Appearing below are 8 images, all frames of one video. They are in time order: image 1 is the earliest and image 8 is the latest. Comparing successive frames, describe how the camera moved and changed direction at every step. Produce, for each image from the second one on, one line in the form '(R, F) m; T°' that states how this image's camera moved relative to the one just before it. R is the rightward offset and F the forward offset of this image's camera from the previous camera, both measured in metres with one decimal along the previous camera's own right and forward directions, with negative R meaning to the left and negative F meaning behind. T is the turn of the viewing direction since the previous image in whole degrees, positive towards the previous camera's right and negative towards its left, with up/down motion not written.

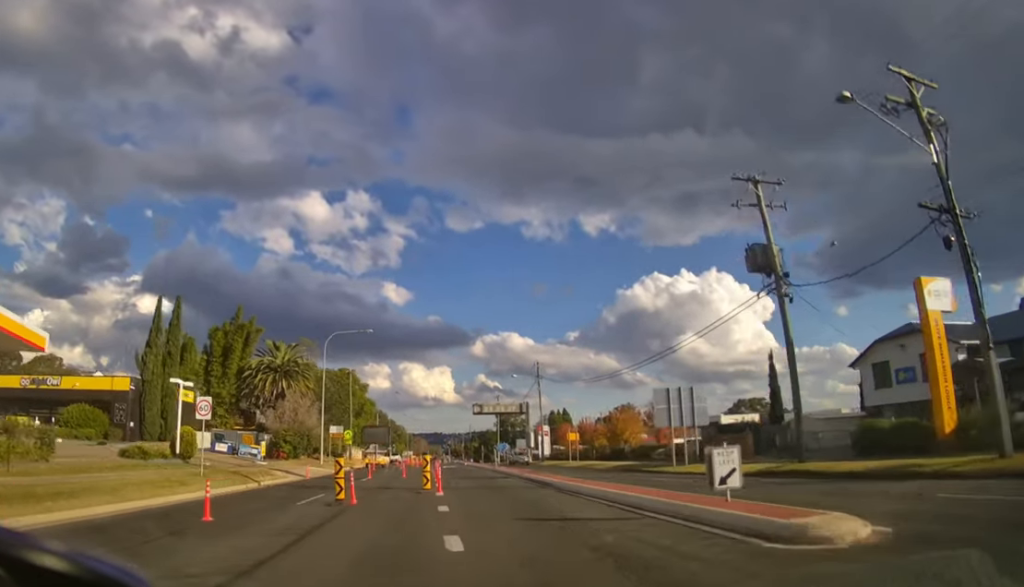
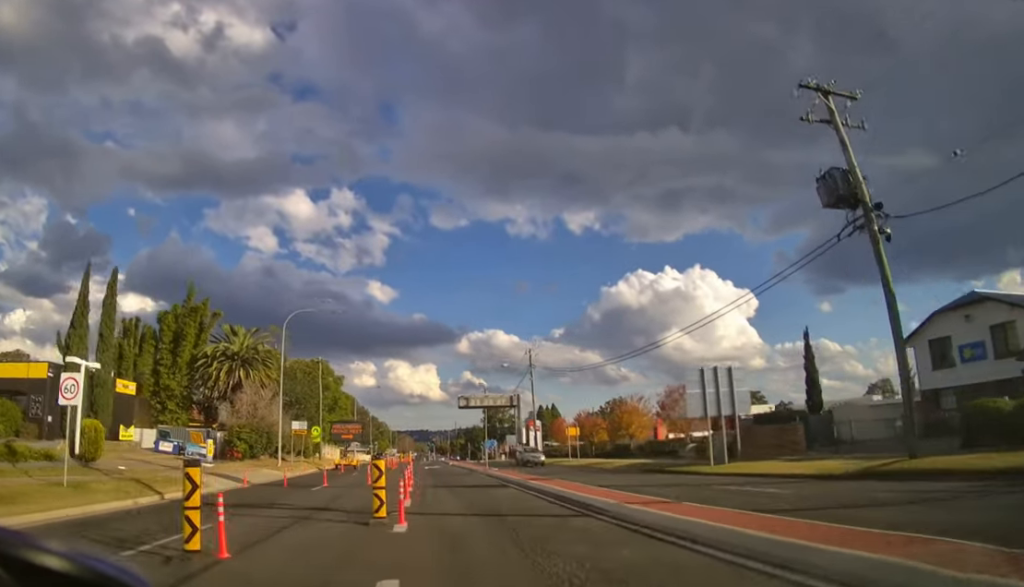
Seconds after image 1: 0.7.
(+0.1, +6.2) m; +1°
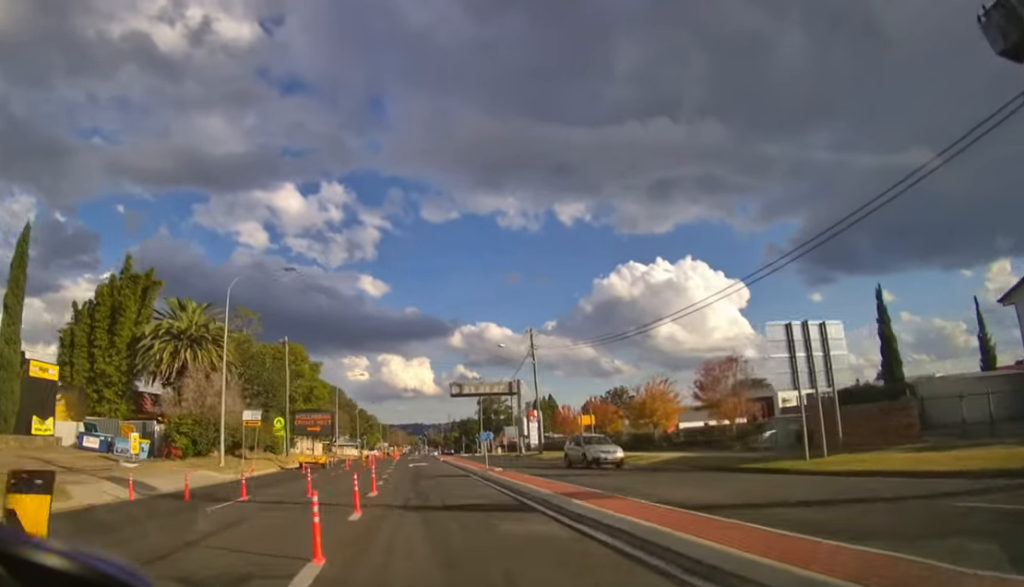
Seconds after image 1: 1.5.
(+0.1, +7.0) m; 0°
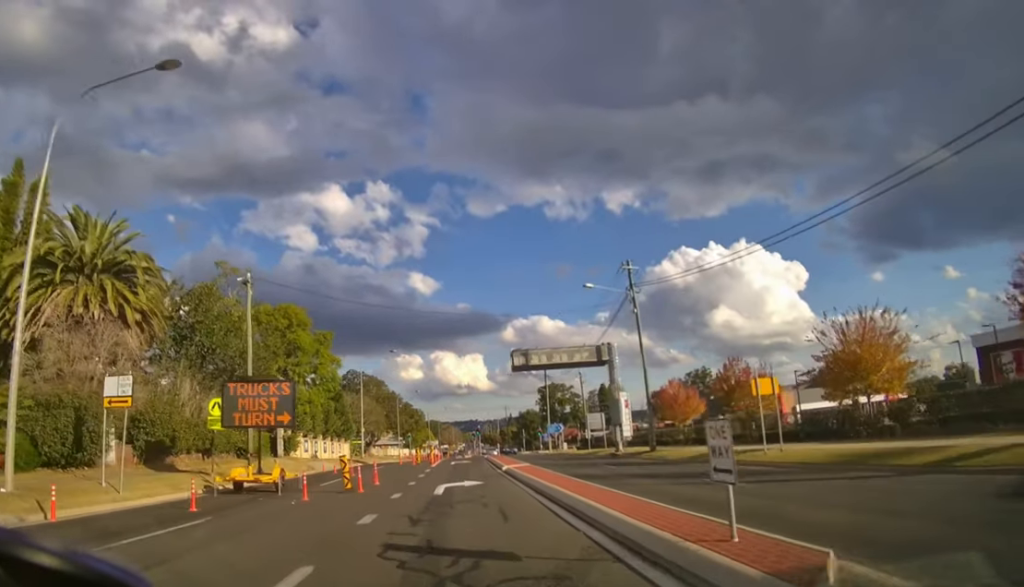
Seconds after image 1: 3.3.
(-0.3, +14.4) m; -4°
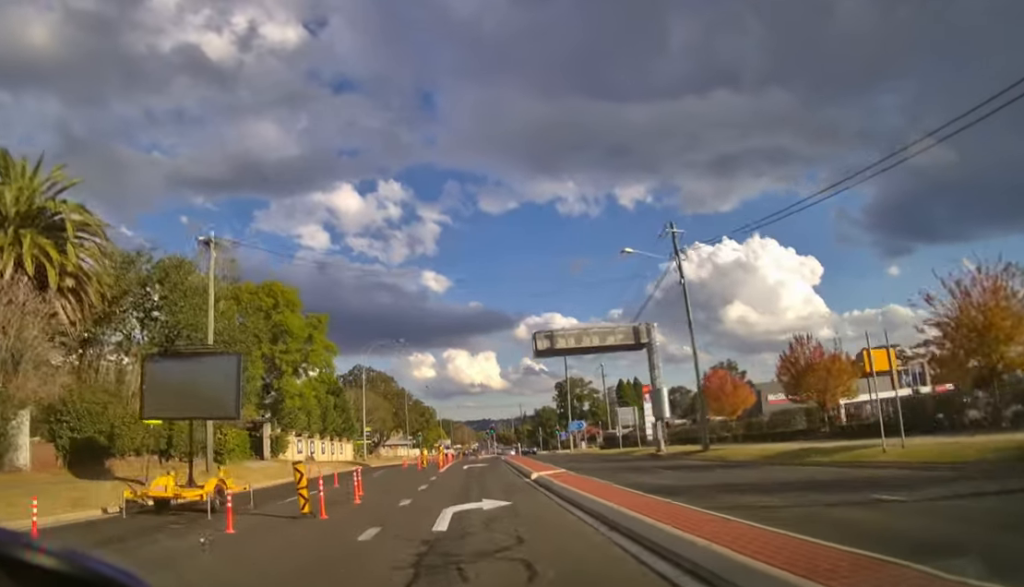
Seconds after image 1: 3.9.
(0.0, +5.4) m; -2°
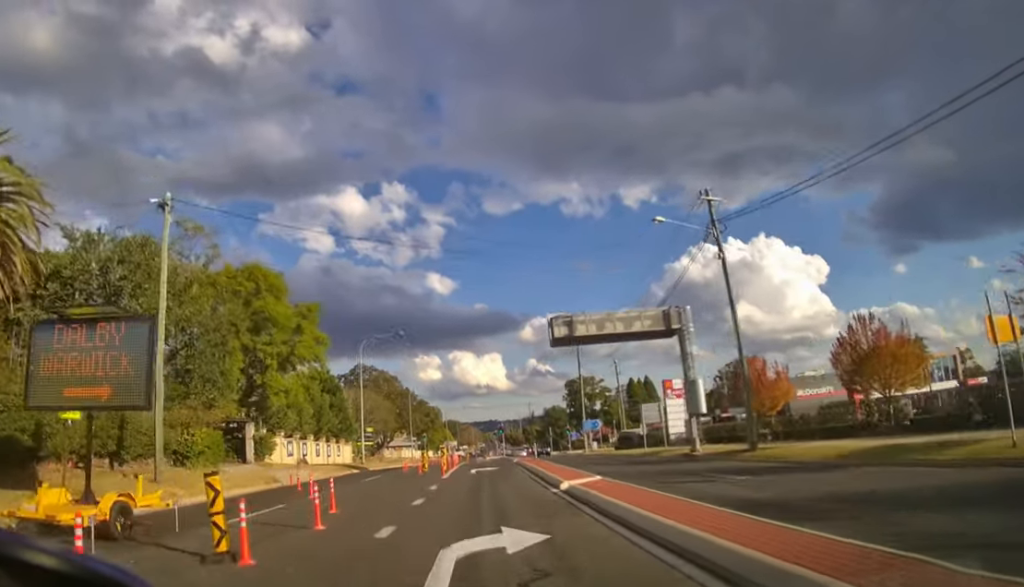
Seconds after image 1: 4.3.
(-0.1, +3.8) m; -2°
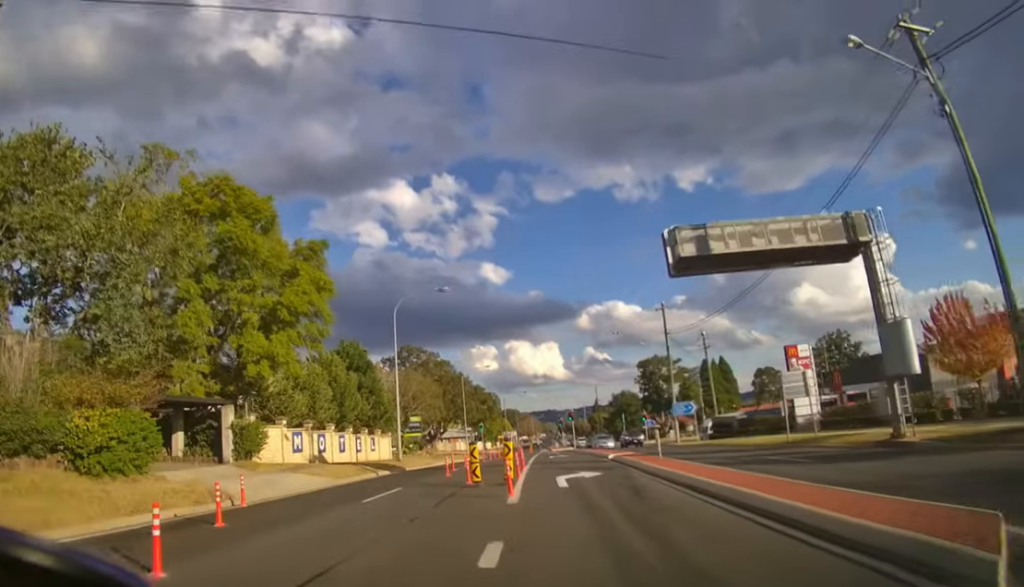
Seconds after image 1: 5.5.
(-0.4, +10.1) m; -6°
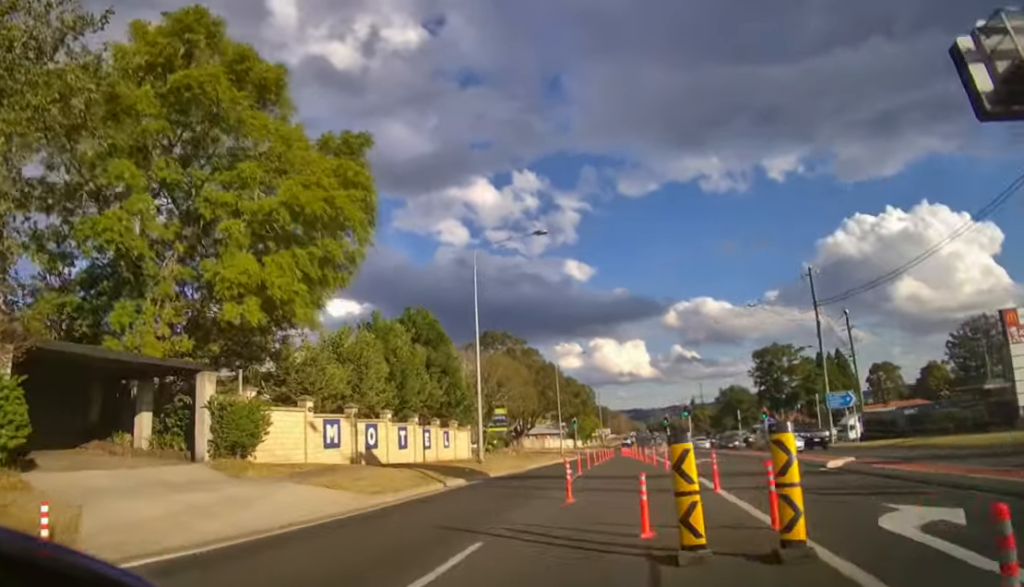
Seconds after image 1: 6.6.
(-0.5, +9.1) m; -5°
